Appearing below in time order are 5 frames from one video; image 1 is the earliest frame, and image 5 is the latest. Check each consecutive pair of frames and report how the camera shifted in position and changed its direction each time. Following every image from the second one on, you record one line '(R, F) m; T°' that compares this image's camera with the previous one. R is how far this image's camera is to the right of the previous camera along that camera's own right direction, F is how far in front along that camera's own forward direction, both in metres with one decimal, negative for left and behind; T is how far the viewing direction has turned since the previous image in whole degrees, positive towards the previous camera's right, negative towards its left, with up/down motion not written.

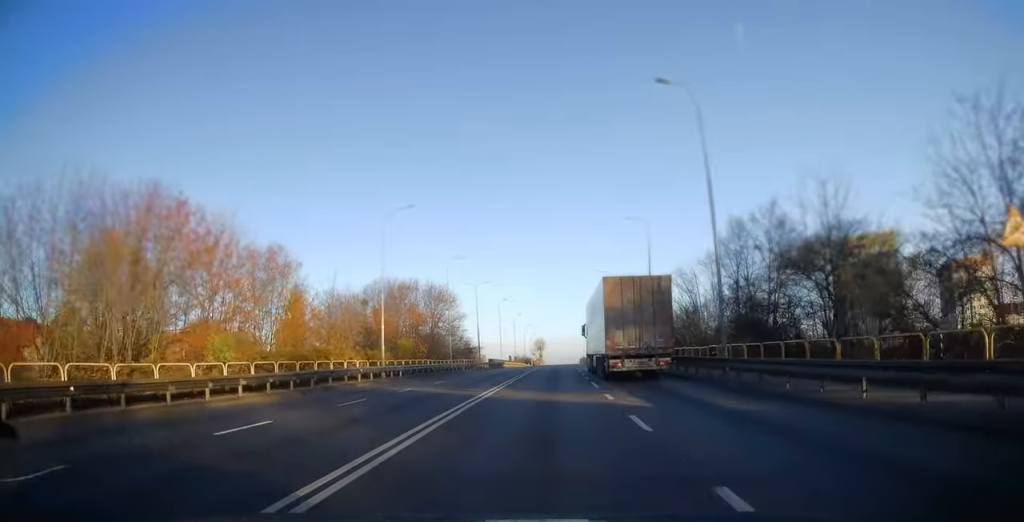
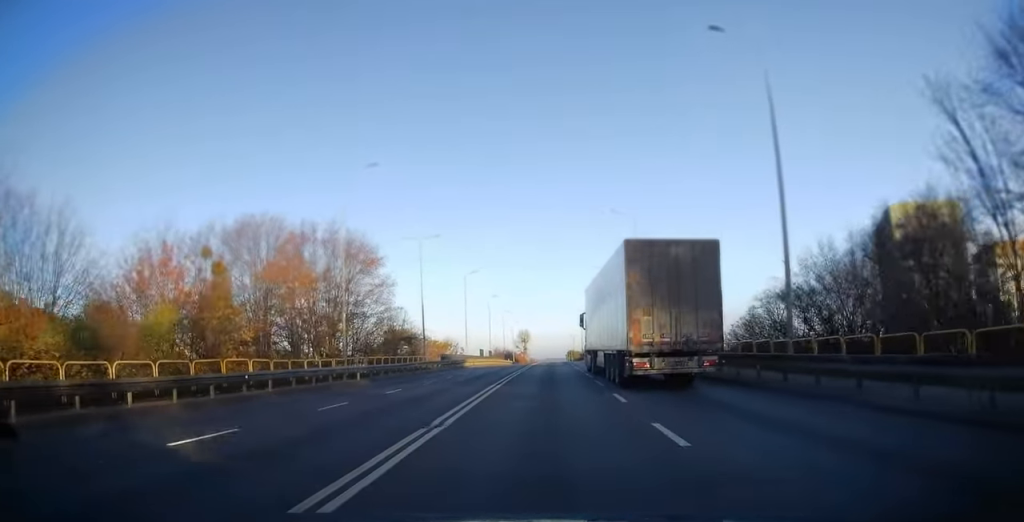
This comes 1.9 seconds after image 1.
(+0.2, +31.8) m; +1°
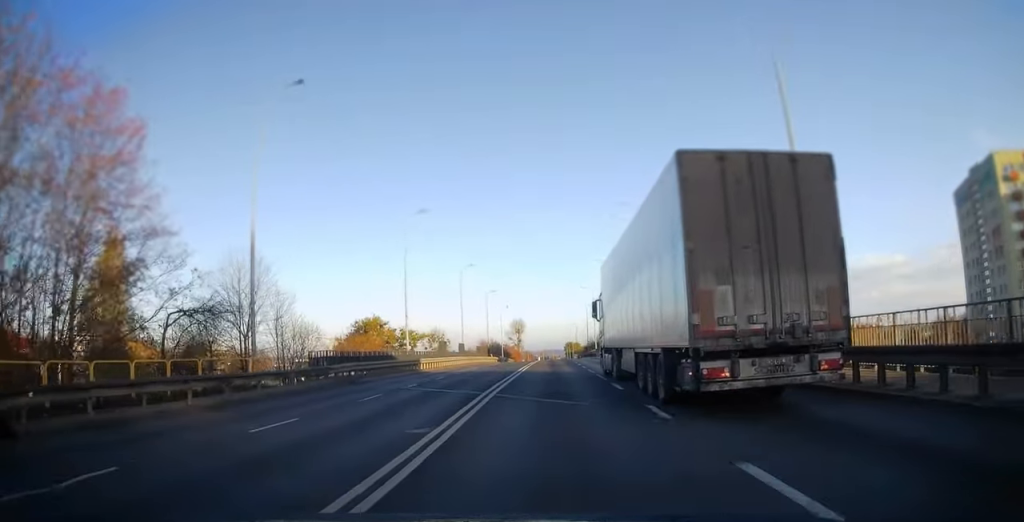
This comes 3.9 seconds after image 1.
(0.0, +33.9) m; 0°
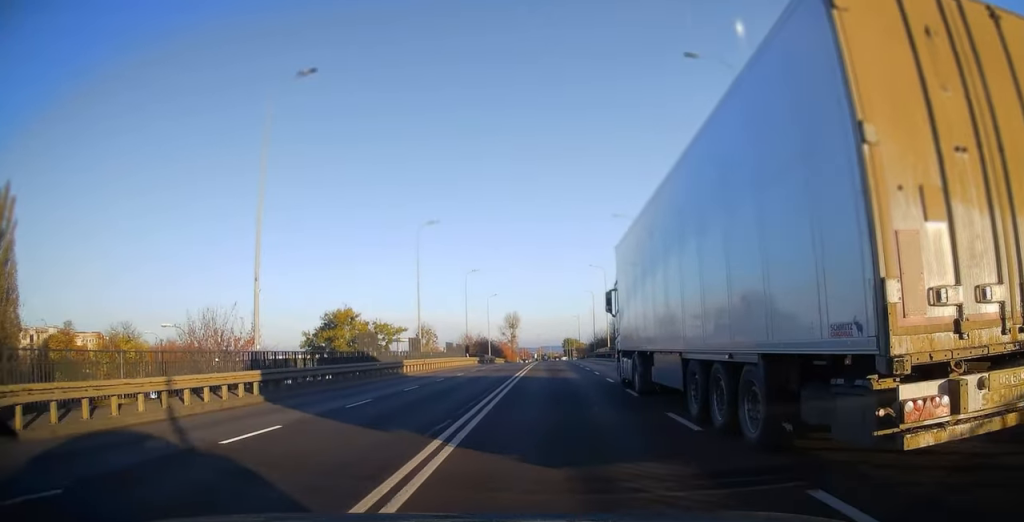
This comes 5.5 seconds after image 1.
(+0.1, +25.5) m; 0°
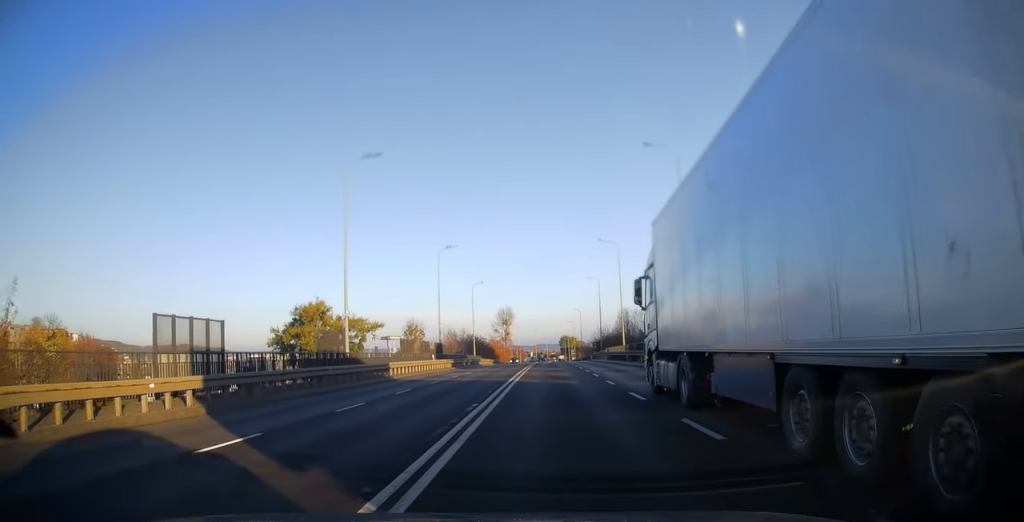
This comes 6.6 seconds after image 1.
(0.0, +18.8) m; 0°
